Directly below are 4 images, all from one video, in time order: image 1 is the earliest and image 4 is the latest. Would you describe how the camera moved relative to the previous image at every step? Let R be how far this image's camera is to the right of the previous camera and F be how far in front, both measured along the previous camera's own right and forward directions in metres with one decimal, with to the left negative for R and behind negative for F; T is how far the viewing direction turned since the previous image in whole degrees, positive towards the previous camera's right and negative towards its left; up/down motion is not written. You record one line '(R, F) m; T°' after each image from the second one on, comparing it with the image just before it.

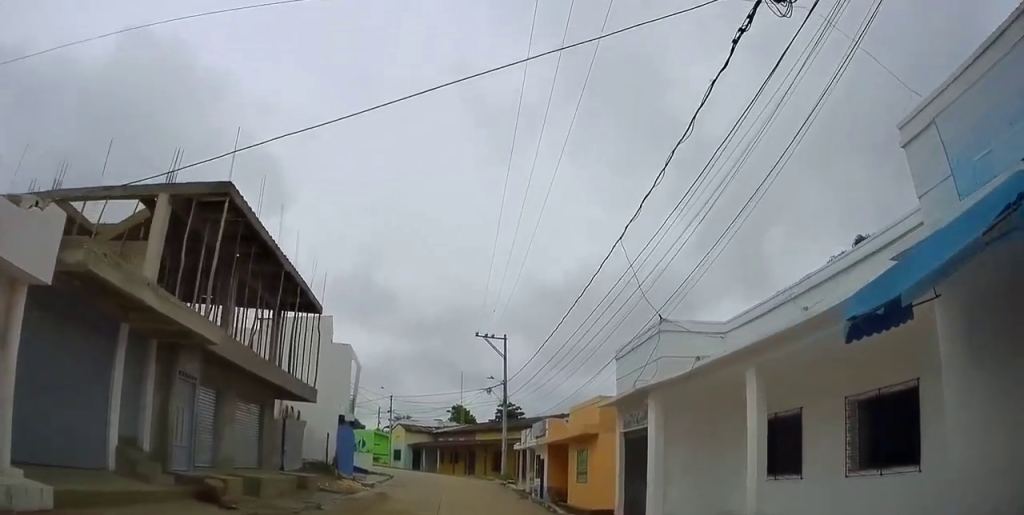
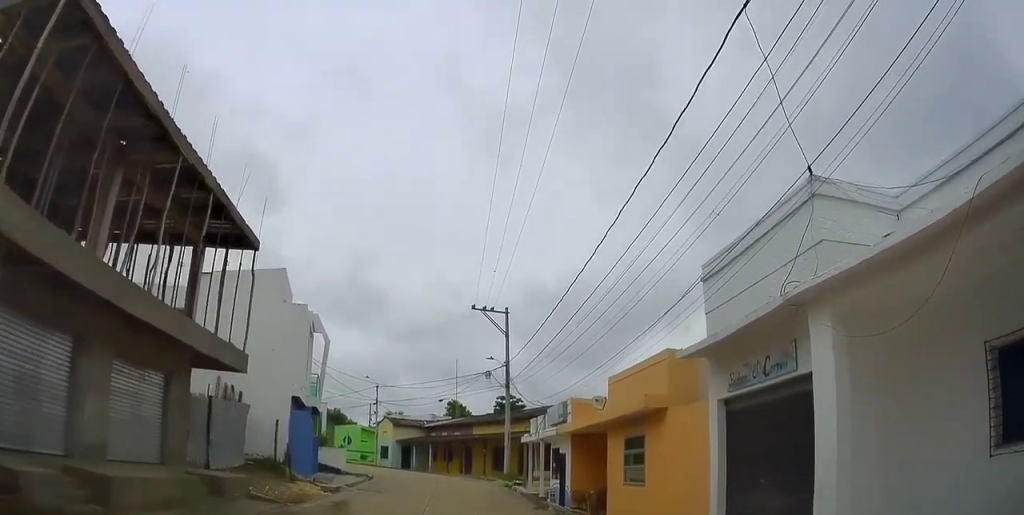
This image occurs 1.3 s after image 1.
(-0.3, +6.6) m; 0°
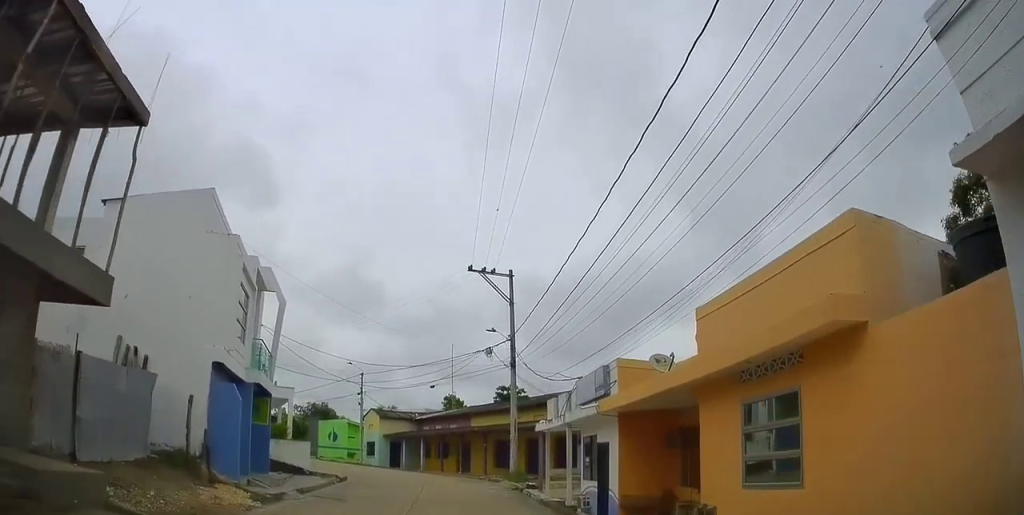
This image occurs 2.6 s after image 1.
(+0.2, +6.5) m; -2°
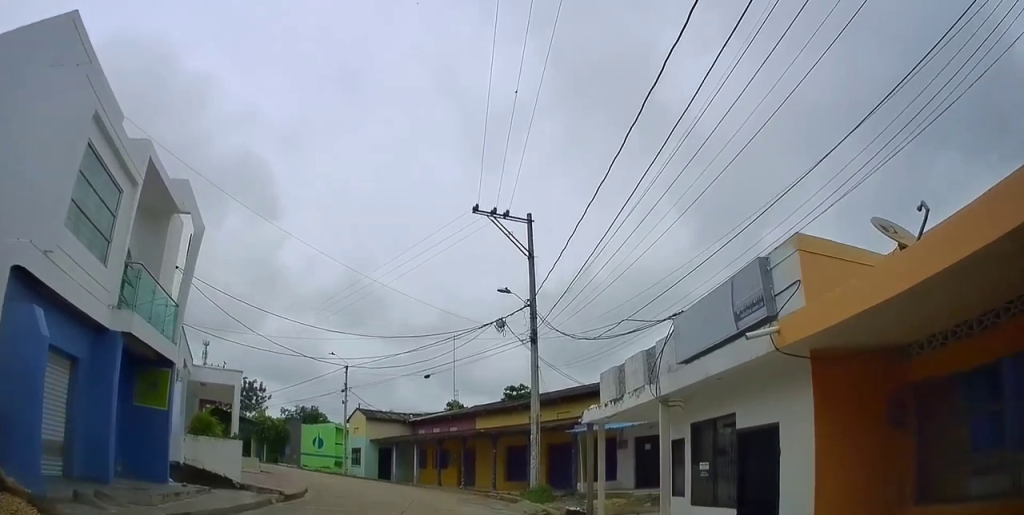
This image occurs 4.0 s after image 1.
(-0.6, +7.7) m; -4°
